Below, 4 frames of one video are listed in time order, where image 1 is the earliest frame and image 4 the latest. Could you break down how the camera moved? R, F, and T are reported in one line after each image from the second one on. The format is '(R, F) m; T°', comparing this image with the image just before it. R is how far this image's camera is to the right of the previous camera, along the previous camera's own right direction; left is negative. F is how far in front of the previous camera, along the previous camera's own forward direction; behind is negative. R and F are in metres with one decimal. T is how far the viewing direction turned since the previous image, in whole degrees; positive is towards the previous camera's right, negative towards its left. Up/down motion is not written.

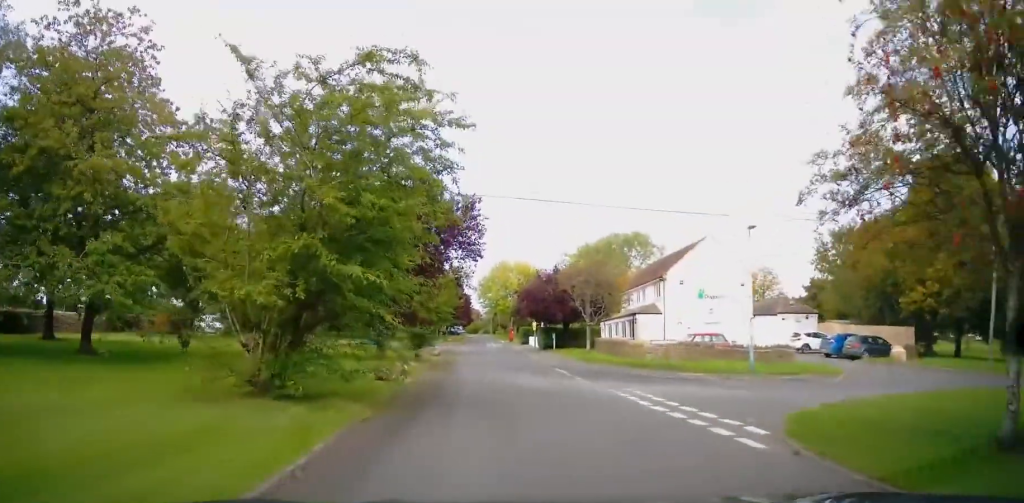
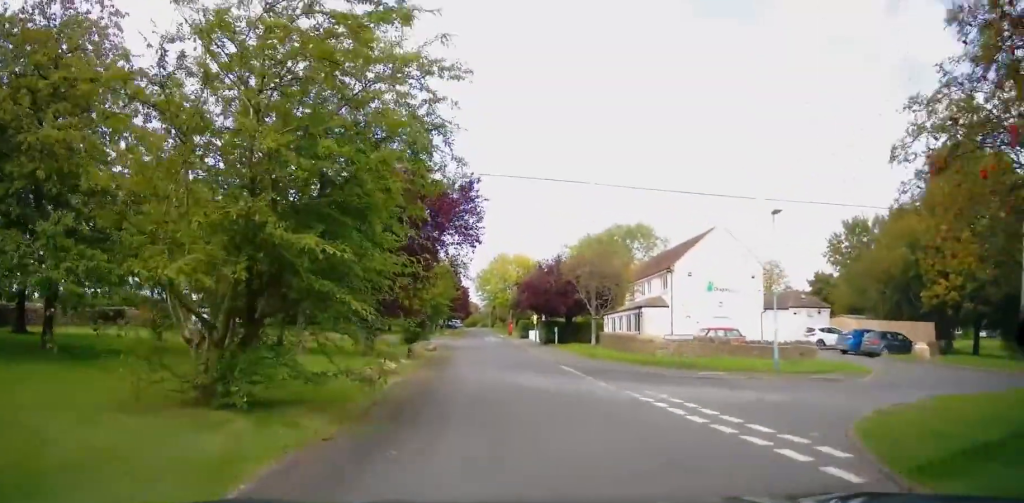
(+0.1, +2.2) m; 0°
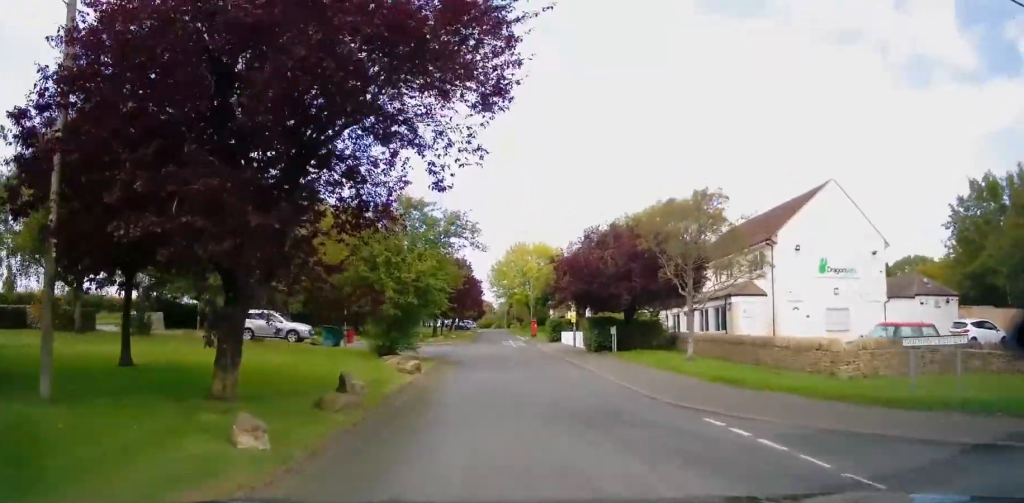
(0.0, +12.9) m; -1°
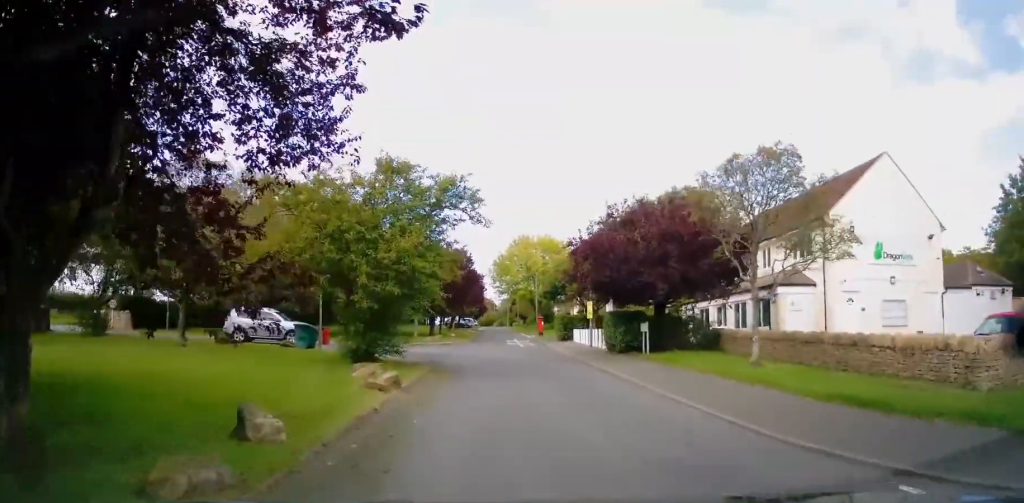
(-0.1, +4.7) m; +1°
